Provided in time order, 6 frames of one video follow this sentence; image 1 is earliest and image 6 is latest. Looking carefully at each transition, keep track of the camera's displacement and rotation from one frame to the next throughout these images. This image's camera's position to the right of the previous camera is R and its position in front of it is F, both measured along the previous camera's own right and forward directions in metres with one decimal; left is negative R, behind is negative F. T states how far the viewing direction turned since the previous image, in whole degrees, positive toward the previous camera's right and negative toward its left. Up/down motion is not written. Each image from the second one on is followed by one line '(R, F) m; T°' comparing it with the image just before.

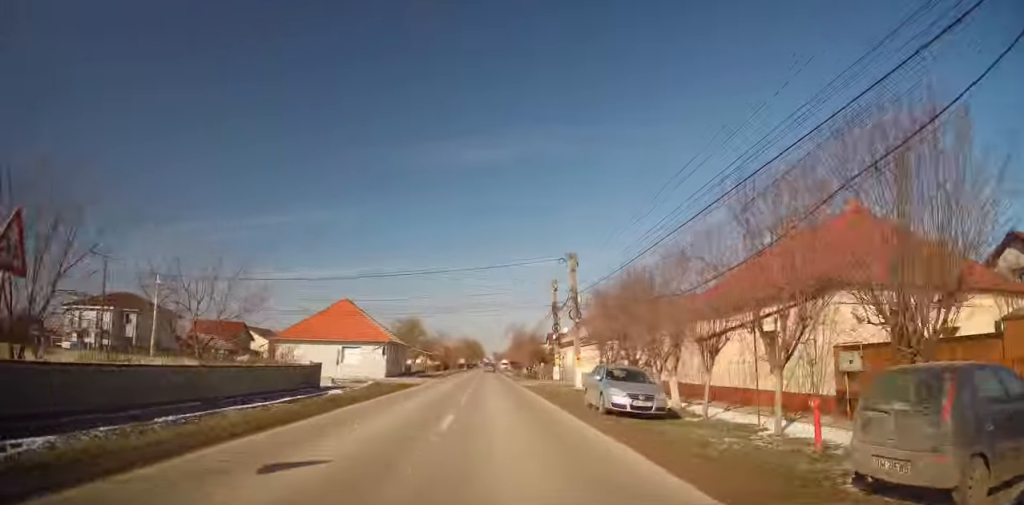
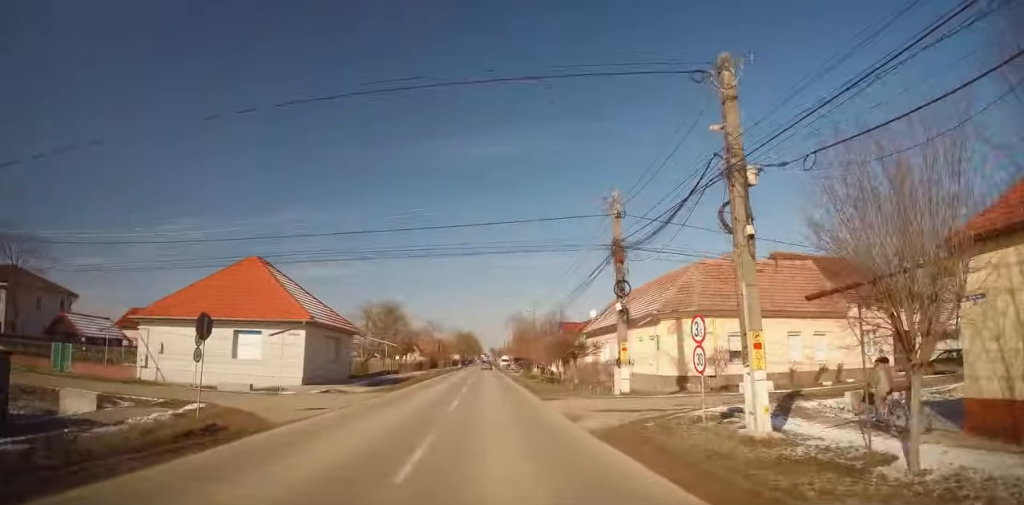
(+0.2, +21.0) m; -1°
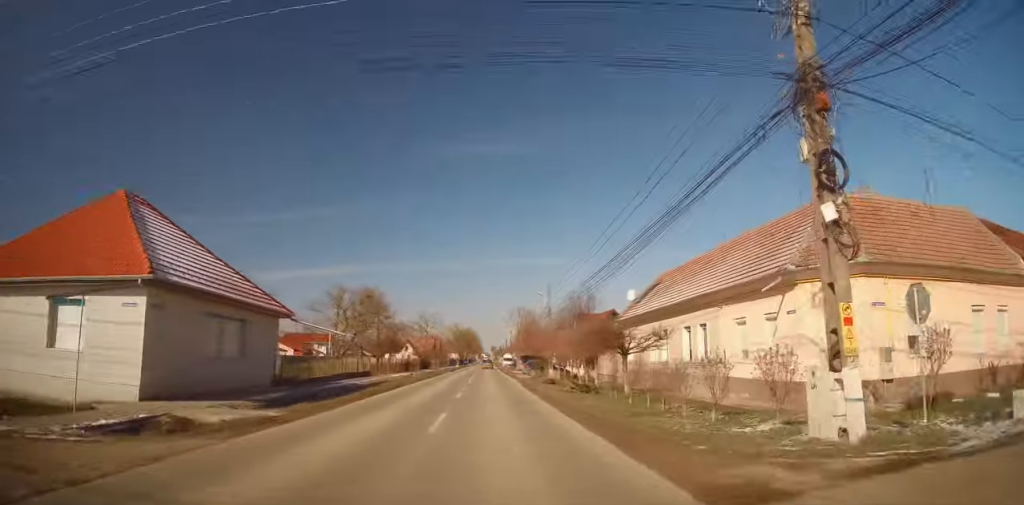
(-0.2, +13.1) m; 0°
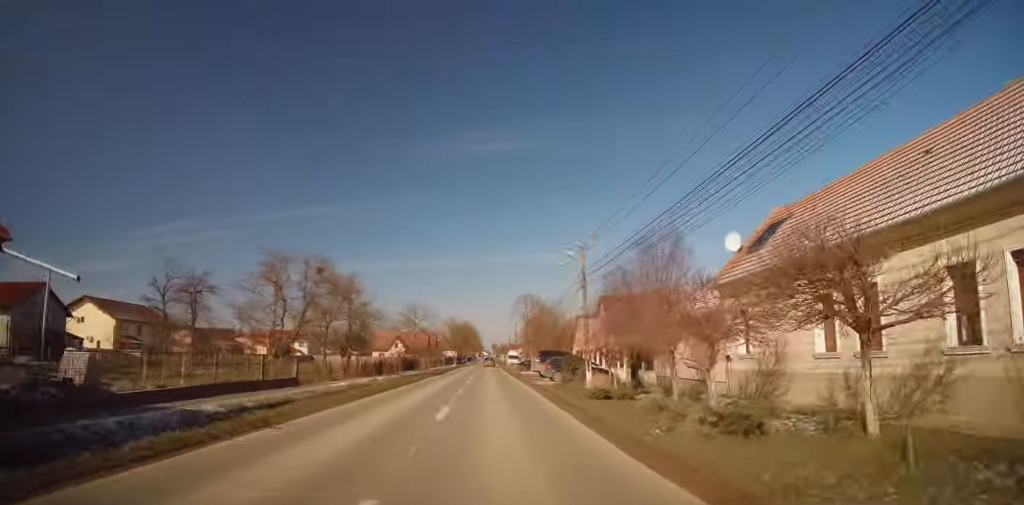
(+0.2, +16.3) m; +1°
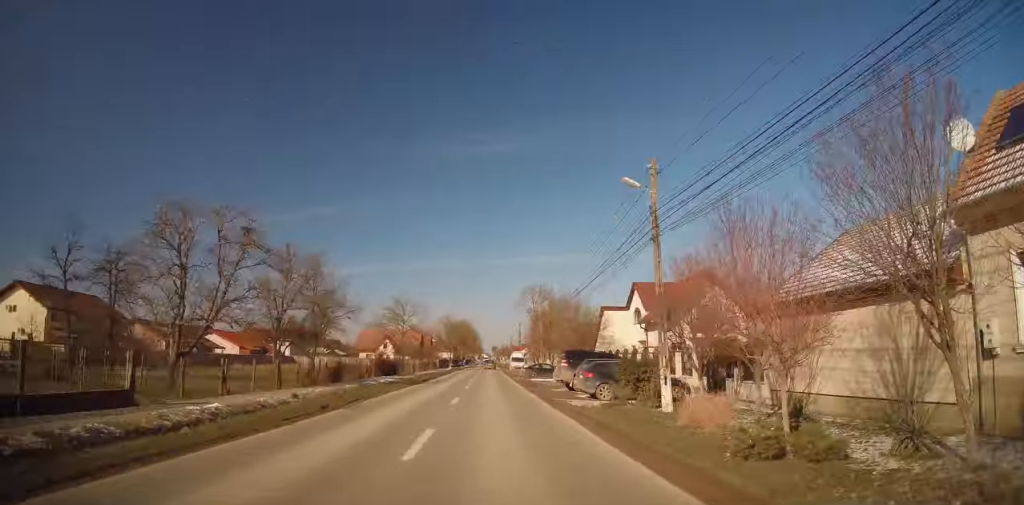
(+0.1, +12.9) m; 0°
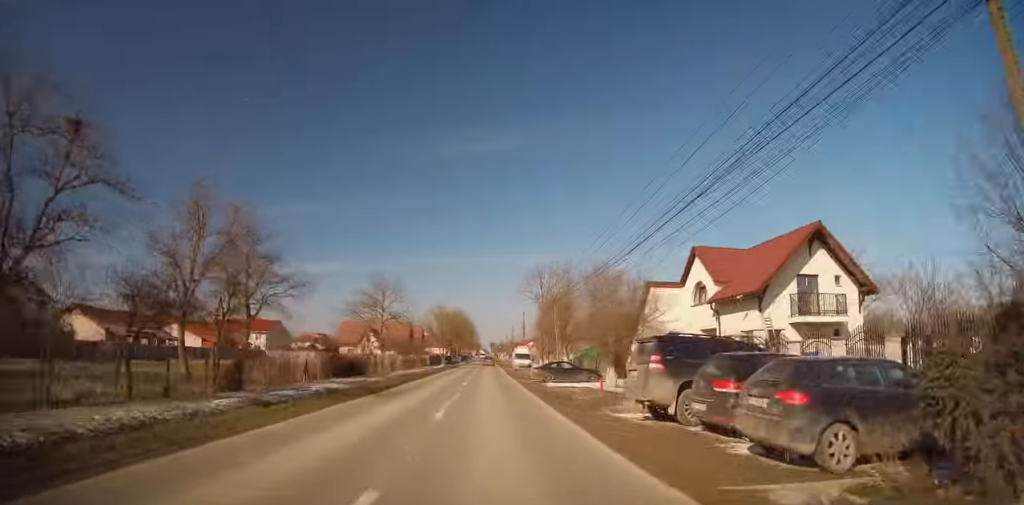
(-0.1, +13.5) m; -2°
